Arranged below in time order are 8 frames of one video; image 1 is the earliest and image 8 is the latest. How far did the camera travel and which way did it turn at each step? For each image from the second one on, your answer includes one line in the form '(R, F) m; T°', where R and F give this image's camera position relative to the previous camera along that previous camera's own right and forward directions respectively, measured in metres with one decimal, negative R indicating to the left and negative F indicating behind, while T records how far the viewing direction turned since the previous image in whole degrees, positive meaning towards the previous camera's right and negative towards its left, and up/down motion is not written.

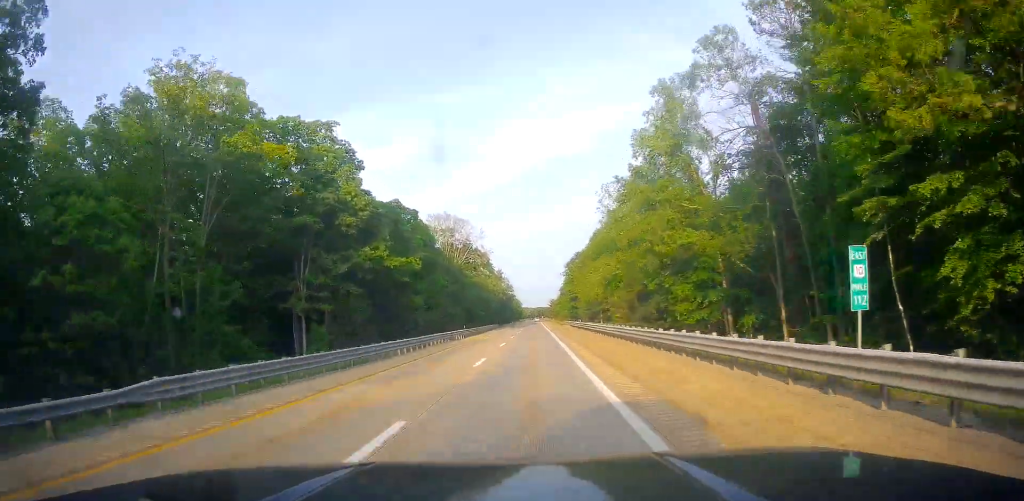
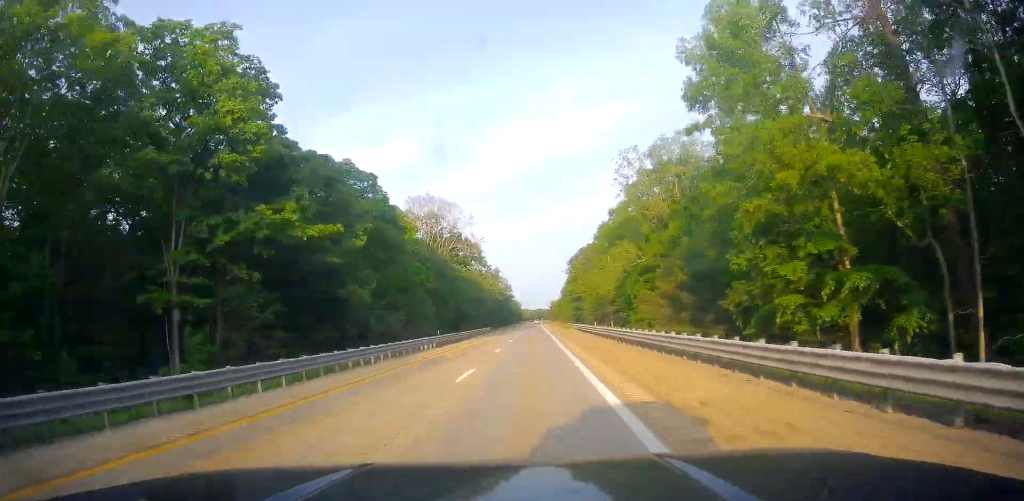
(0.0, +19.2) m; 0°
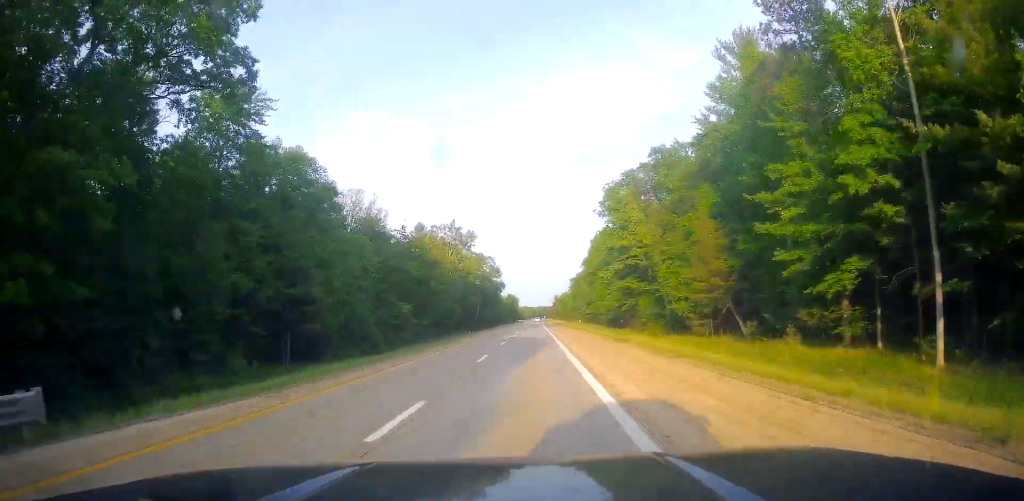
(-0.5, +99.3) m; 0°
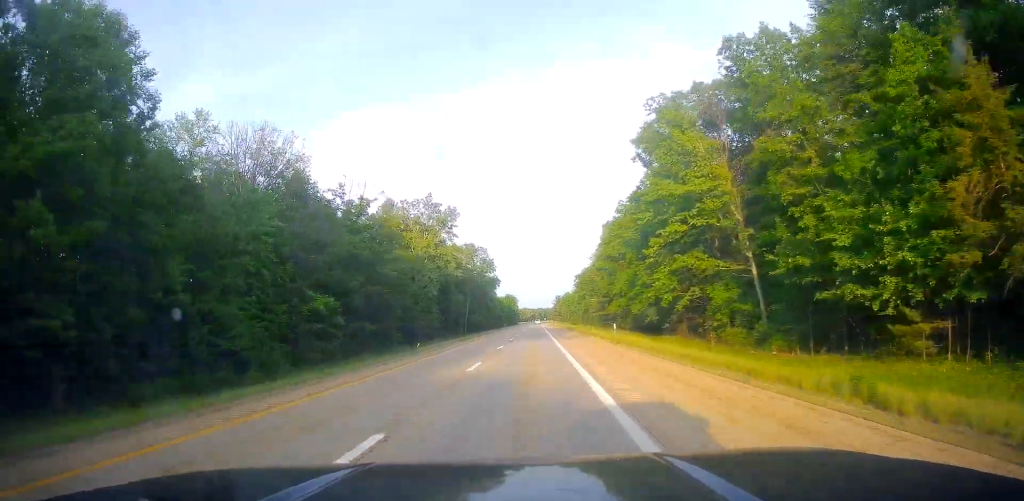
(0.0, +33.7) m; 0°
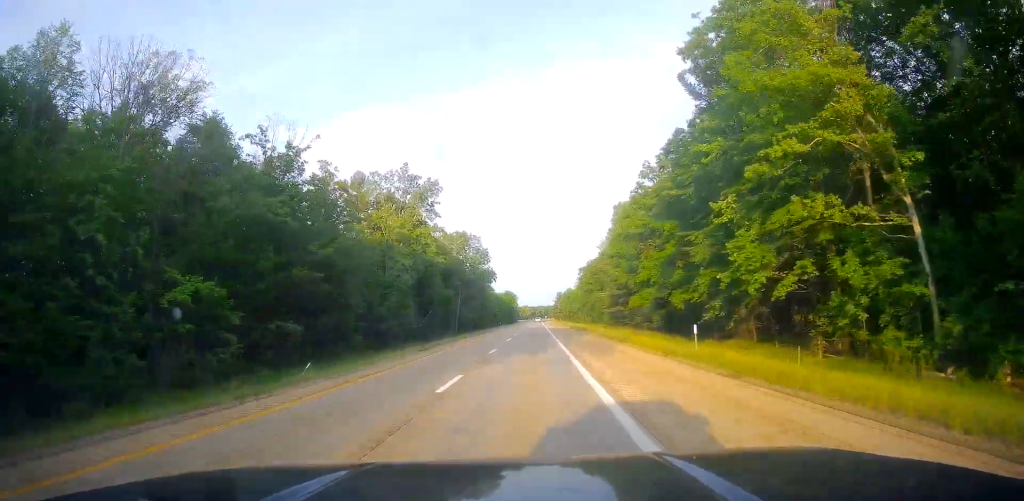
(0.0, +21.5) m; 0°
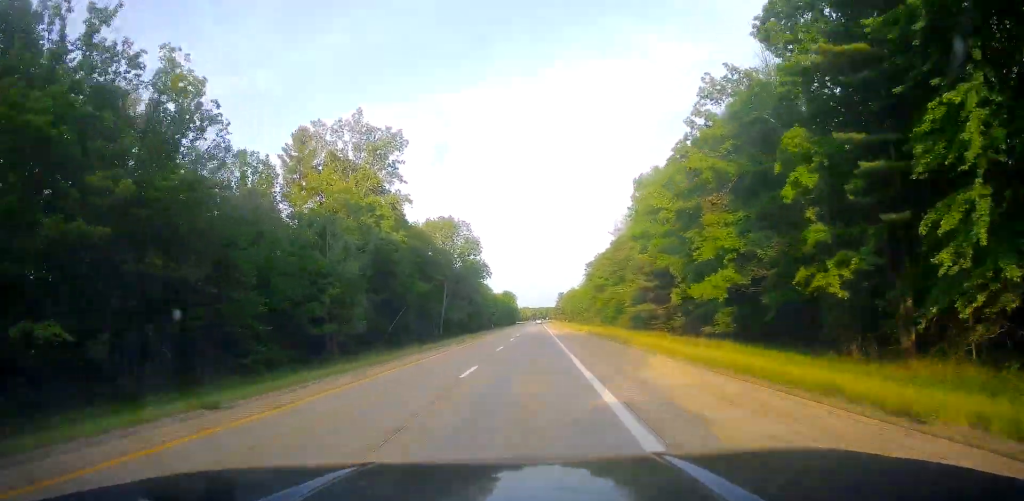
(0.0, +26.3) m; 0°
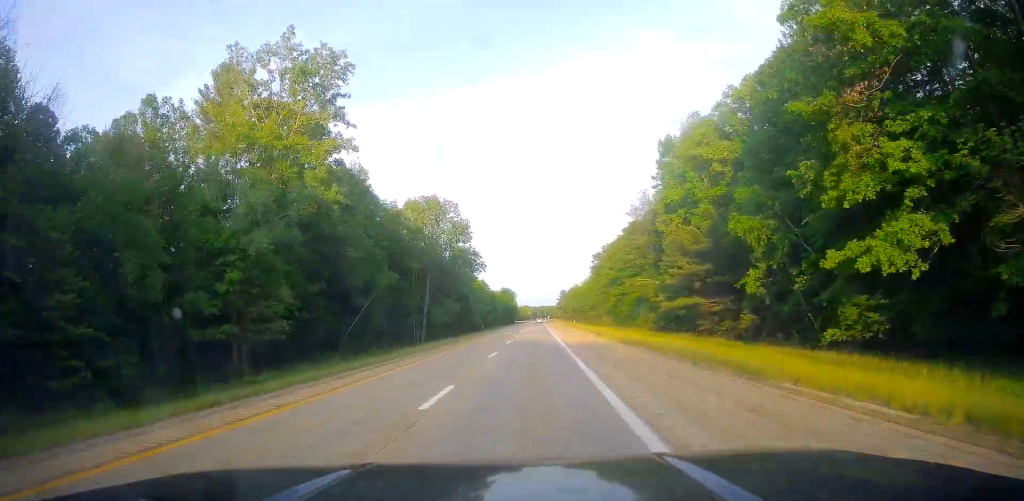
(+0.2, +21.5) m; -1°
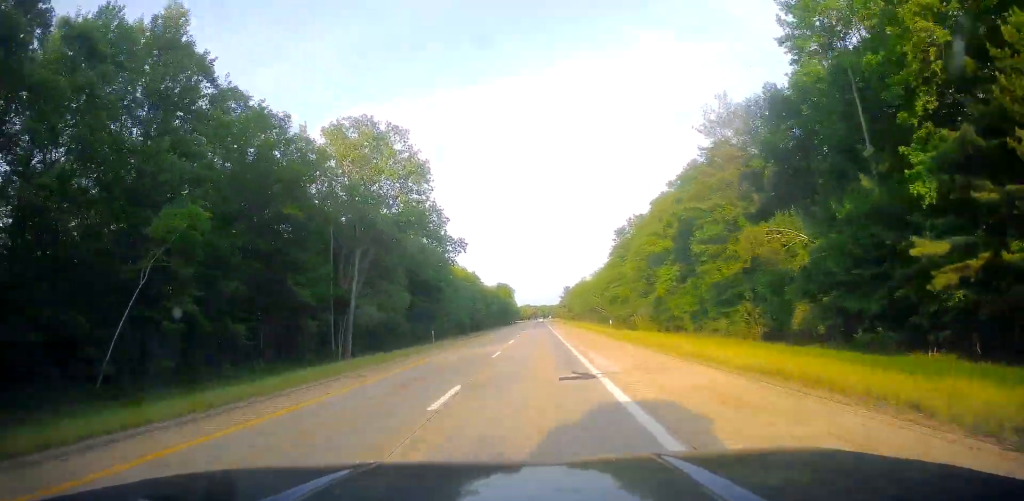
(-0.3, +45.4) m; +1°
